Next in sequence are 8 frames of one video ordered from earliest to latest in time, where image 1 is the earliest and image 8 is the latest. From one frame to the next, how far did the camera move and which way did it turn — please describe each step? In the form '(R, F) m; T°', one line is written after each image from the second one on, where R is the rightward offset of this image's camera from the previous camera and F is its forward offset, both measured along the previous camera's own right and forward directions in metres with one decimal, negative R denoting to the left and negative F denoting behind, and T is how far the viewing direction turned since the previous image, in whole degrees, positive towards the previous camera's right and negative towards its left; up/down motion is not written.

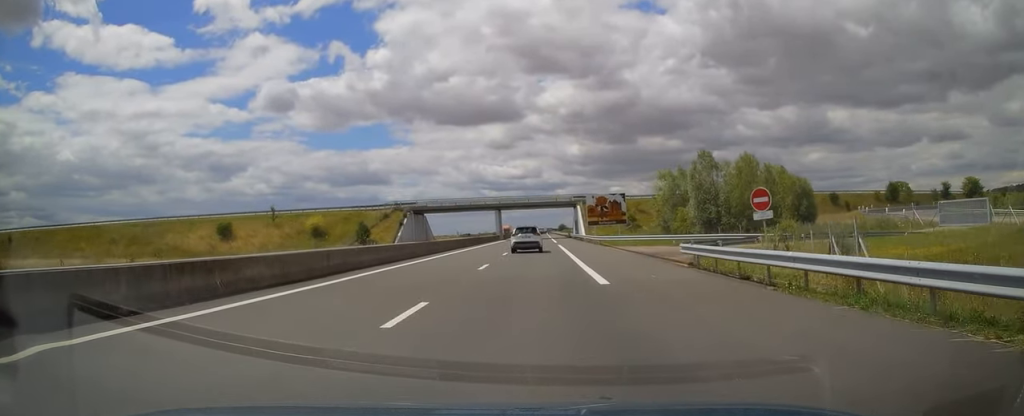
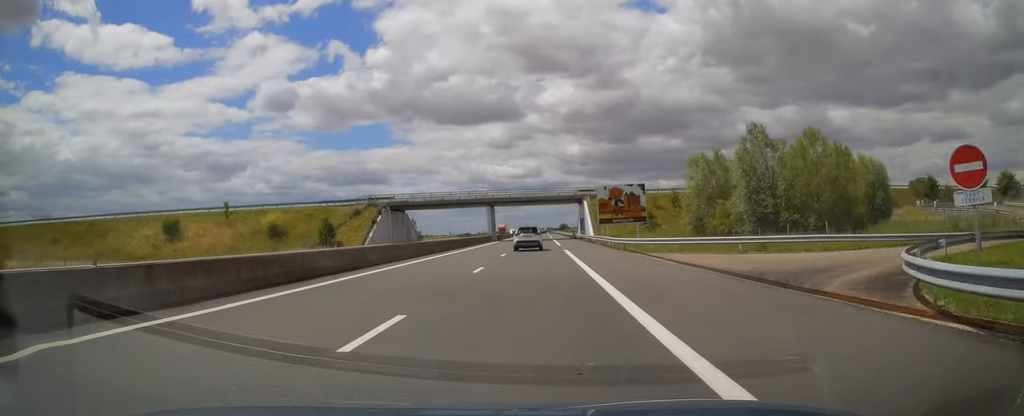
(-0.2, +14.7) m; 0°
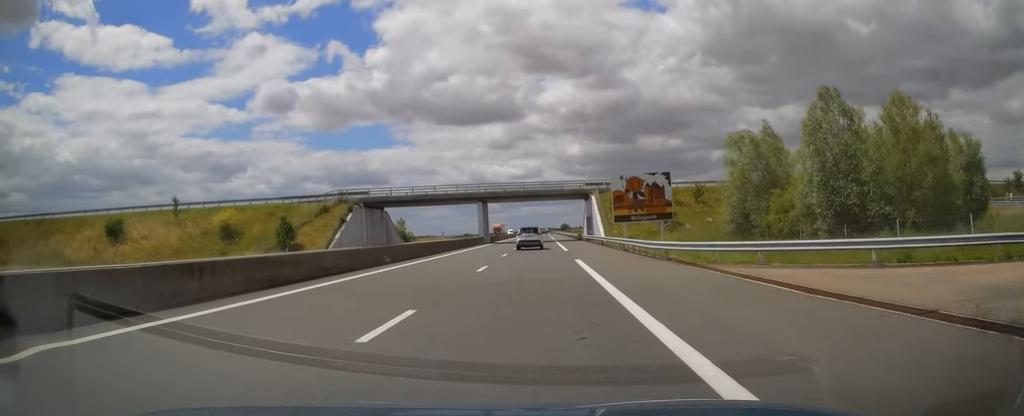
(-0.1, +12.2) m; 0°
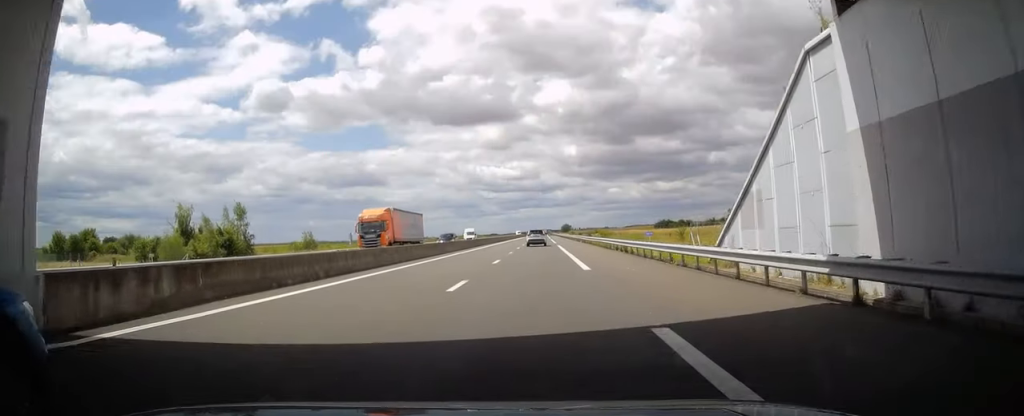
(+0.8, +70.8) m; +1°
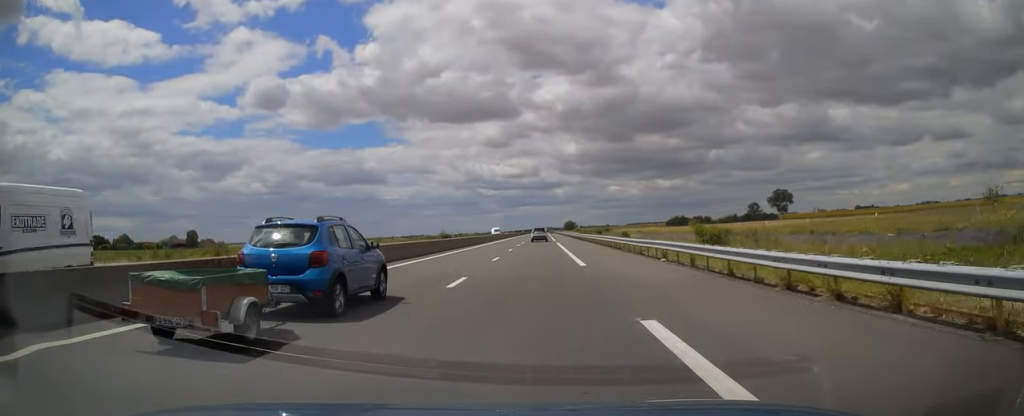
(0.0, +51.3) m; 0°
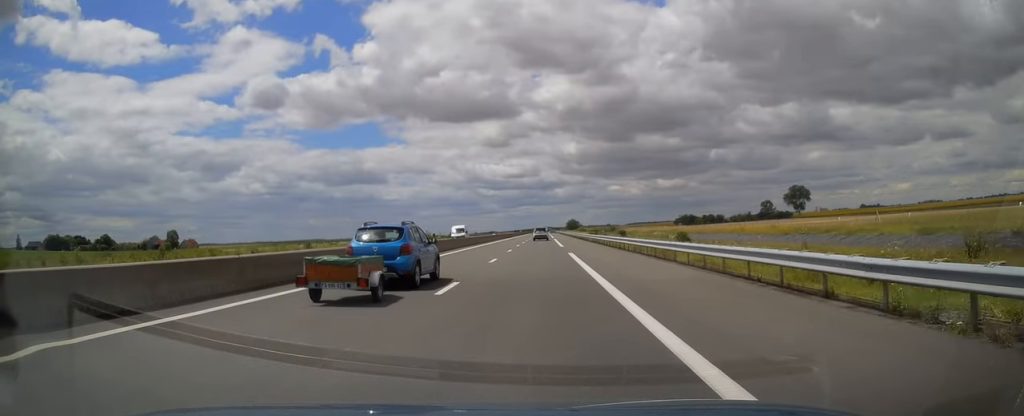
(-0.2, +27.3) m; 0°
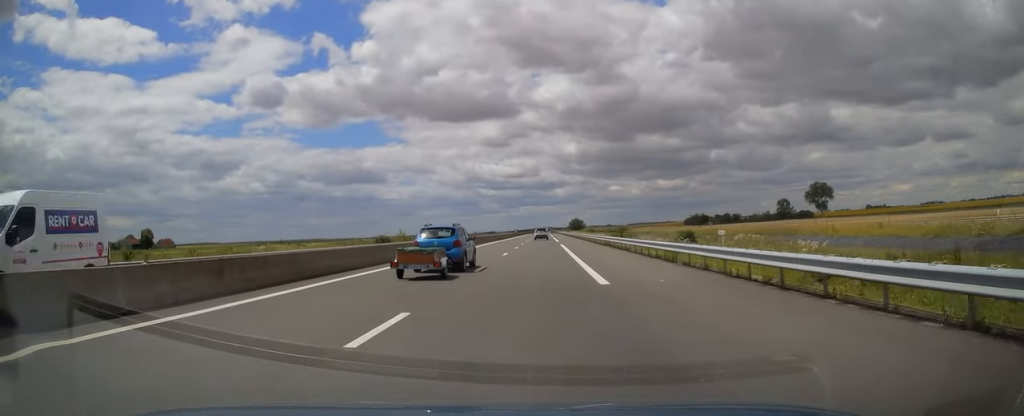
(+0.3, +31.7) m; 0°
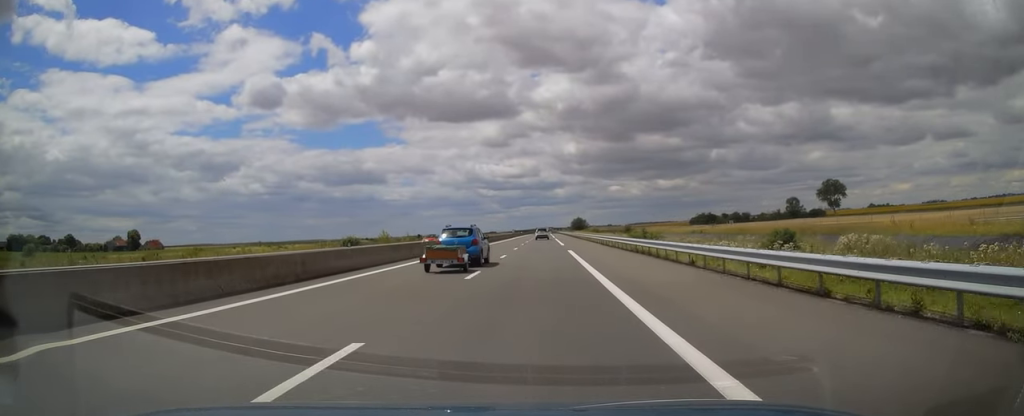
(-0.1, +15.7) m; 0°
